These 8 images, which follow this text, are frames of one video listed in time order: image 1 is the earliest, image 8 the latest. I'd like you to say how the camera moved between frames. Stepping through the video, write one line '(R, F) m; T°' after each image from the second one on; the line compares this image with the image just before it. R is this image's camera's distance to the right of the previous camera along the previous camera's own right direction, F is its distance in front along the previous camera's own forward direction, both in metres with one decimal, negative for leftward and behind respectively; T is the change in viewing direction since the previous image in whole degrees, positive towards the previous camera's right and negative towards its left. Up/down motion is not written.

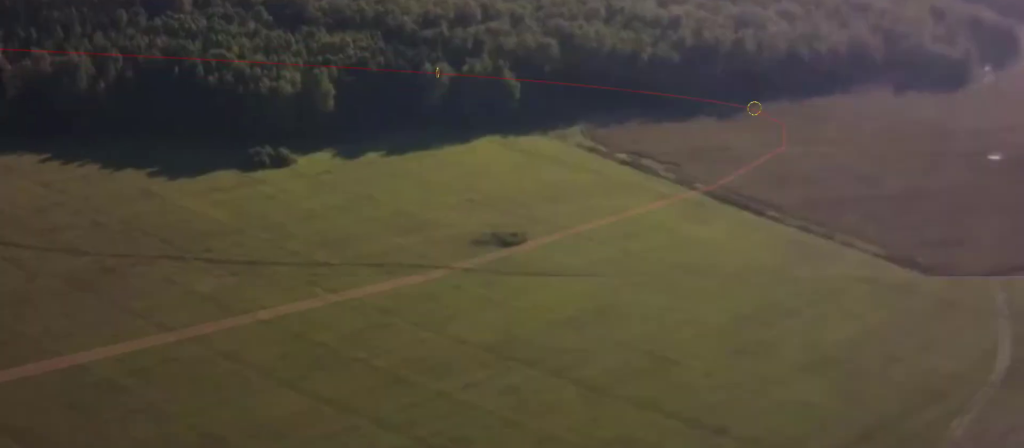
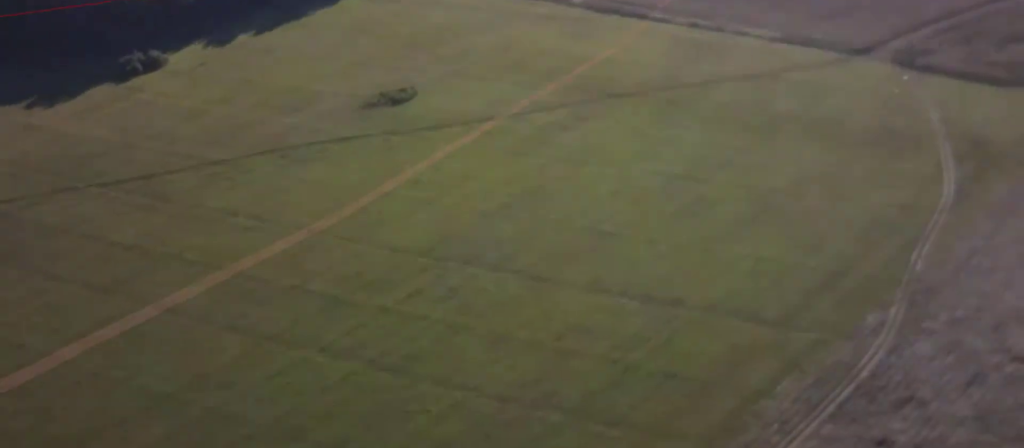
(-0.3, +13.5) m; +1°
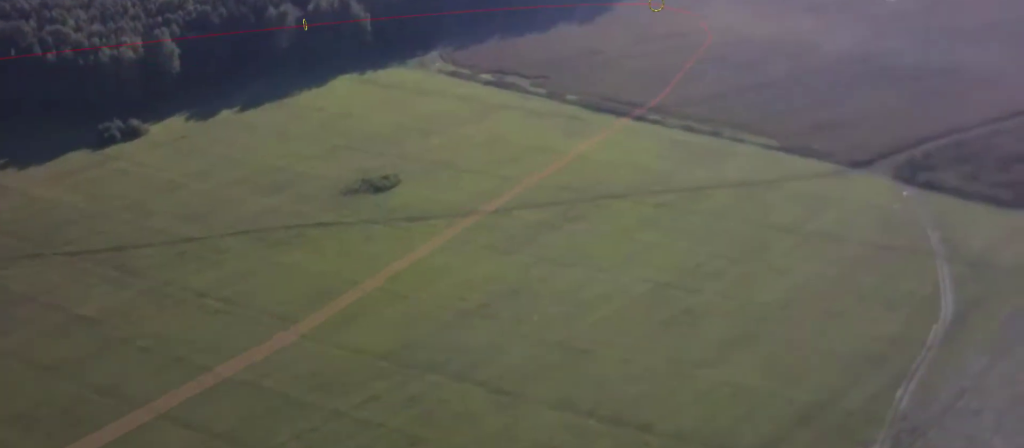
(+0.5, +15.1) m; +3°
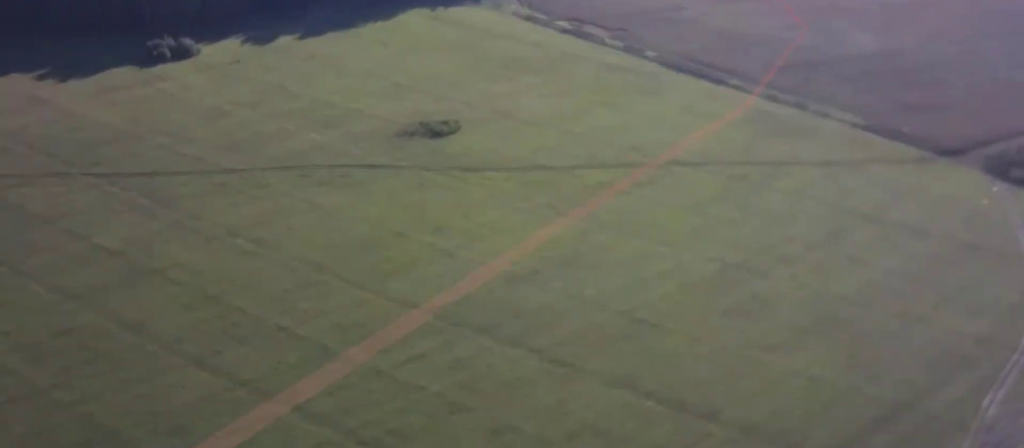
(+1.1, +25.4) m; +2°
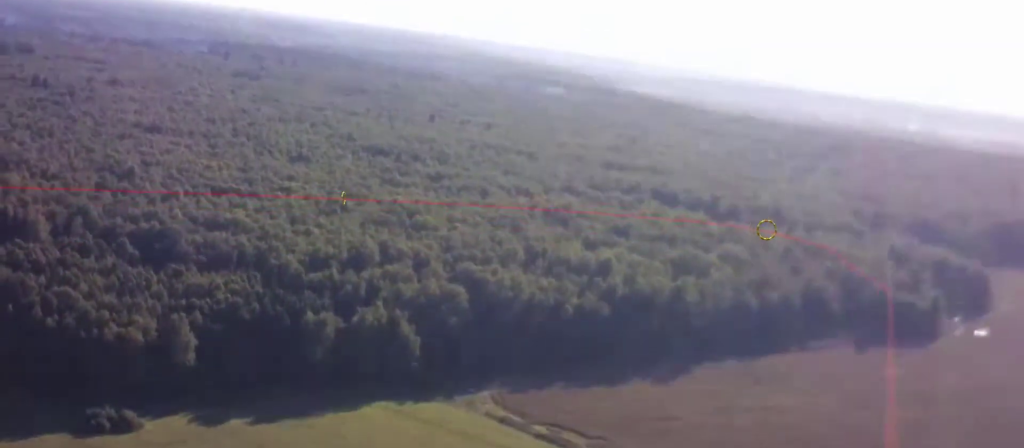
(-0.5, +36.1) m; -1°
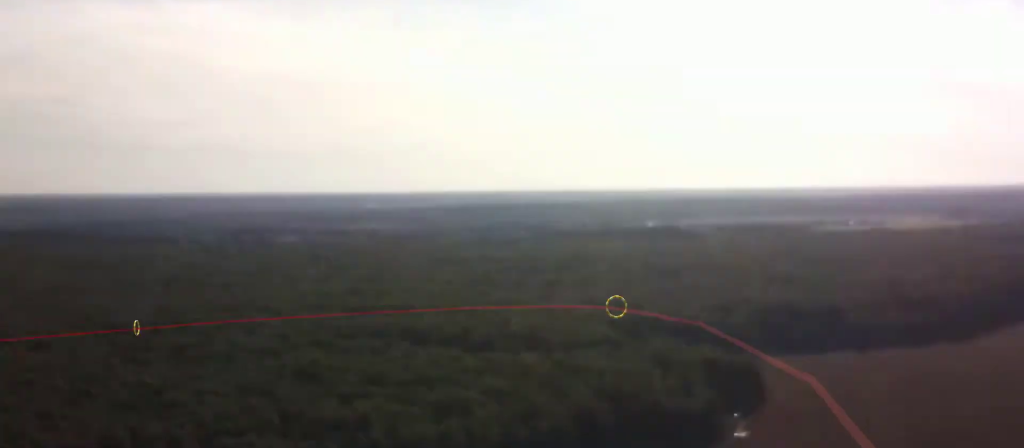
(+0.3, +30.2) m; +6°
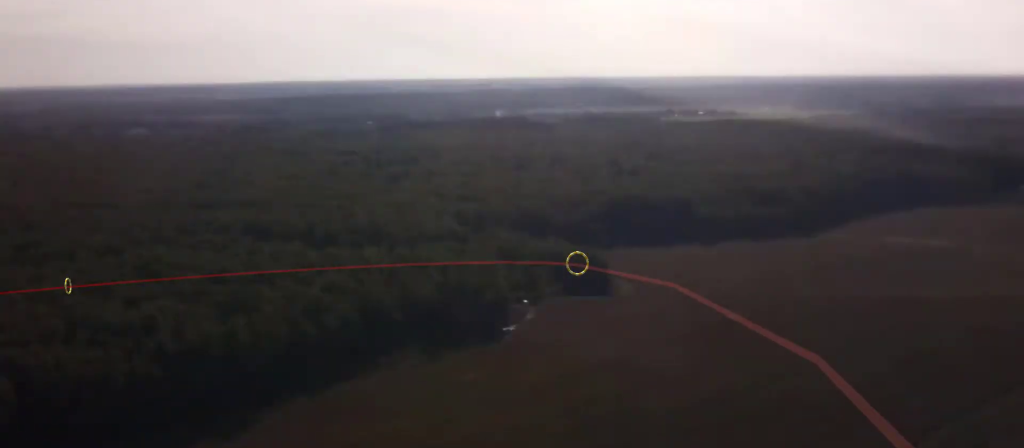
(+0.1, +15.3) m; +7°
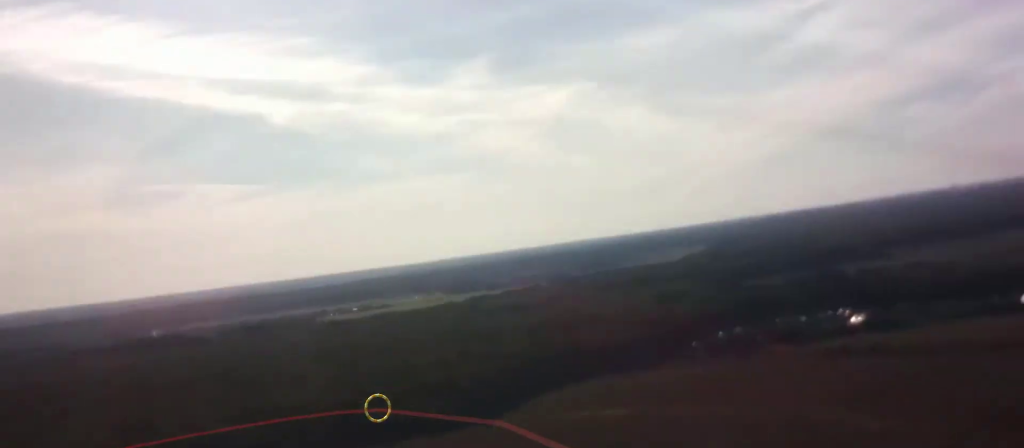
(+2.6, +19.9) m; +9°
